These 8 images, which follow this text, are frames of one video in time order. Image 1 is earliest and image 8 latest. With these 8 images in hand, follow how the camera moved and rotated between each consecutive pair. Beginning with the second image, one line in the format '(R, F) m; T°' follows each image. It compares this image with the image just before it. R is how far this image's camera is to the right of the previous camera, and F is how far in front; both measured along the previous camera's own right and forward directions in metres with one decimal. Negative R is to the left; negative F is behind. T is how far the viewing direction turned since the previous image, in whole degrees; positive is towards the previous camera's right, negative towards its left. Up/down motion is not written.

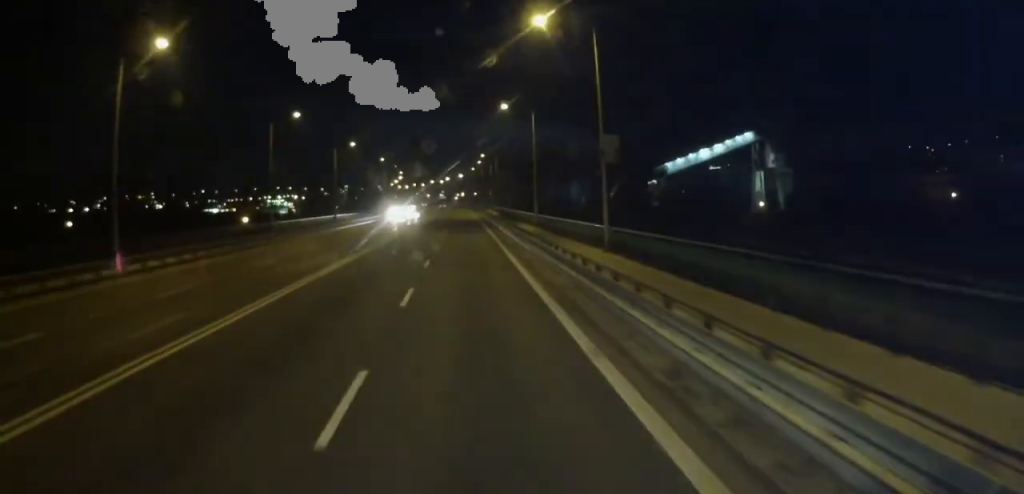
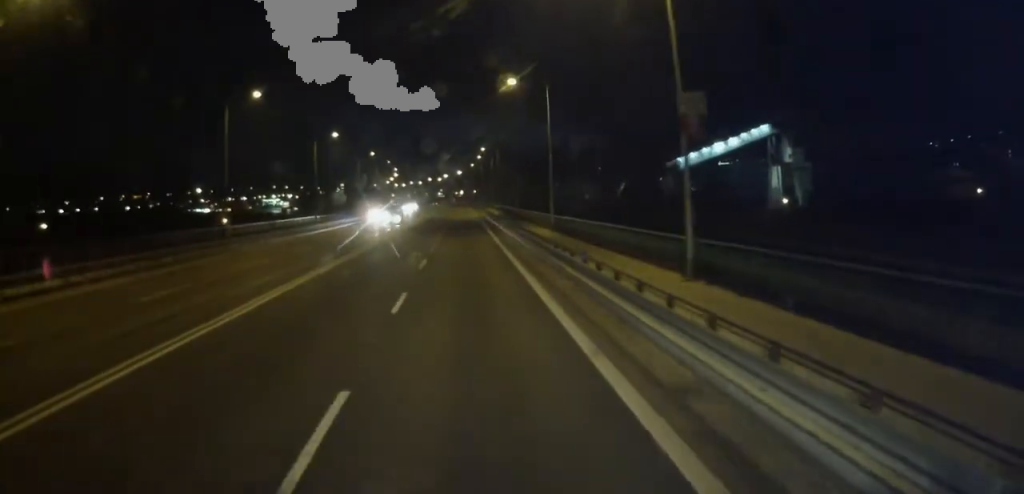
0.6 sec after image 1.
(0.0, +10.7) m; 0°
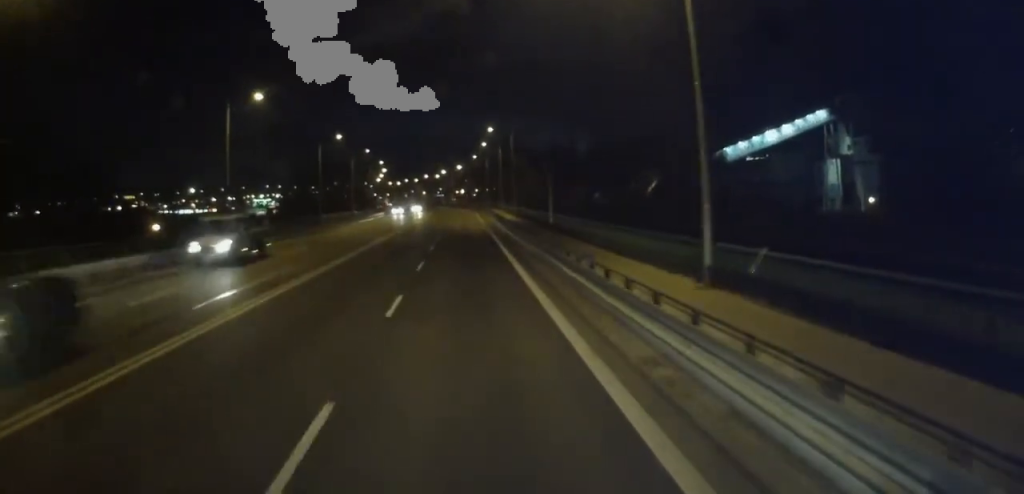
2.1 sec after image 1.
(0.0, +28.2) m; 0°
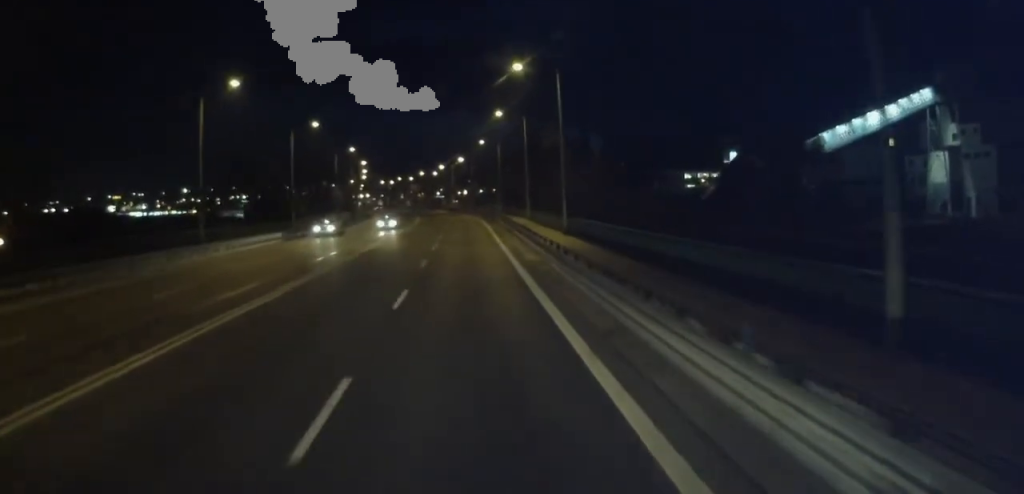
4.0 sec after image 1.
(-0.4, +36.1) m; -1°
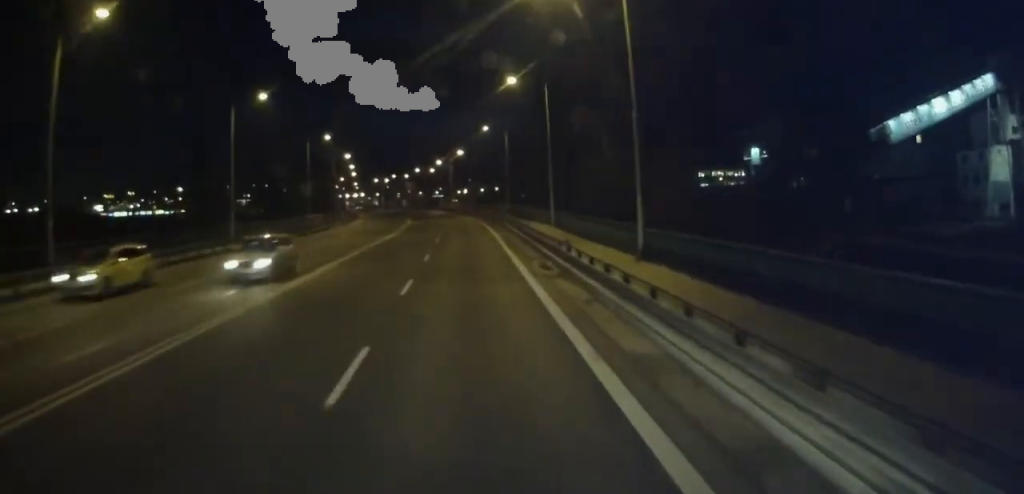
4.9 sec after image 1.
(+0.1, +16.9) m; +1°
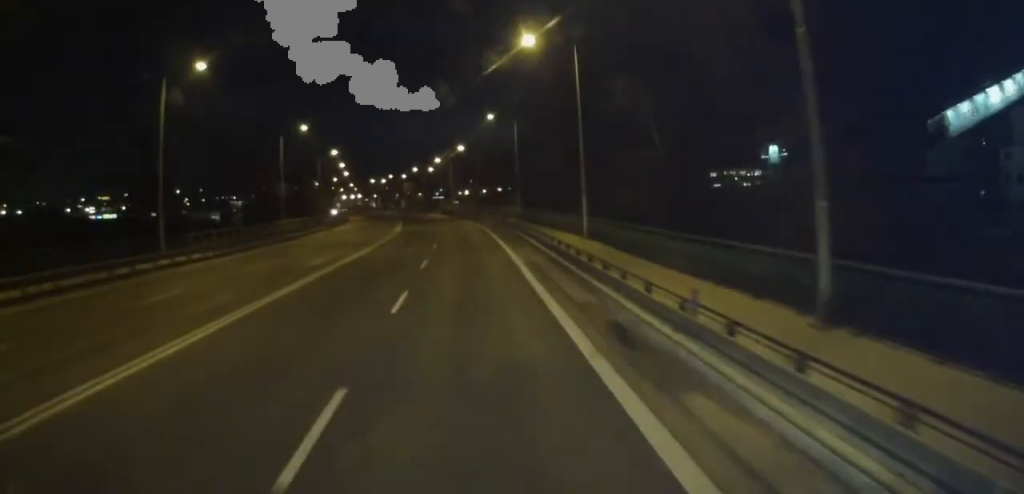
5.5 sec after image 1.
(+0.1, +11.8) m; 0°
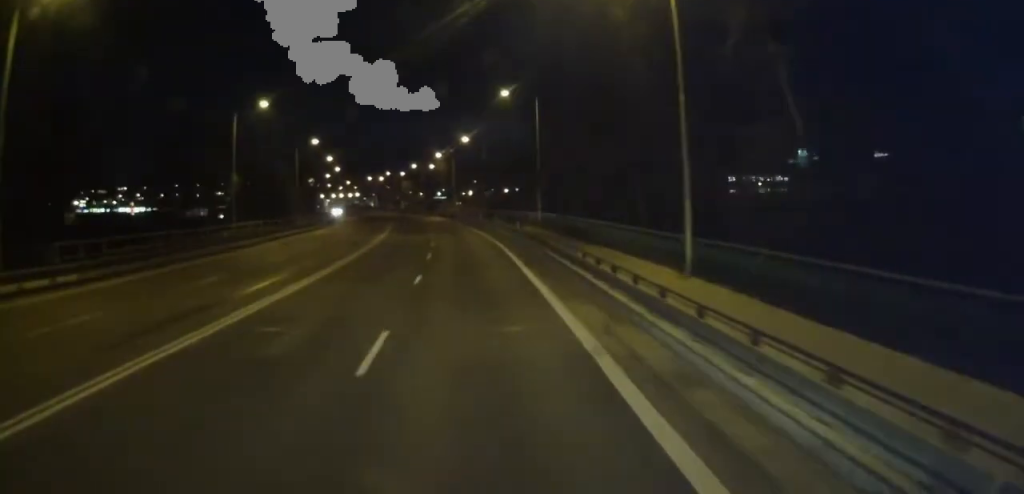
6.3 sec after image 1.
(0.0, +14.8) m; -1°
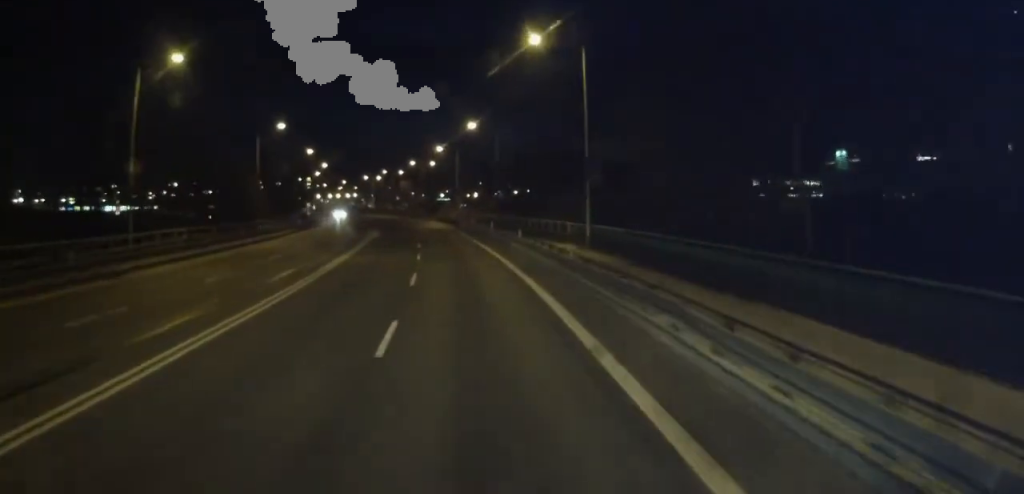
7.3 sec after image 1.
(-0.2, +17.2) m; 0°
